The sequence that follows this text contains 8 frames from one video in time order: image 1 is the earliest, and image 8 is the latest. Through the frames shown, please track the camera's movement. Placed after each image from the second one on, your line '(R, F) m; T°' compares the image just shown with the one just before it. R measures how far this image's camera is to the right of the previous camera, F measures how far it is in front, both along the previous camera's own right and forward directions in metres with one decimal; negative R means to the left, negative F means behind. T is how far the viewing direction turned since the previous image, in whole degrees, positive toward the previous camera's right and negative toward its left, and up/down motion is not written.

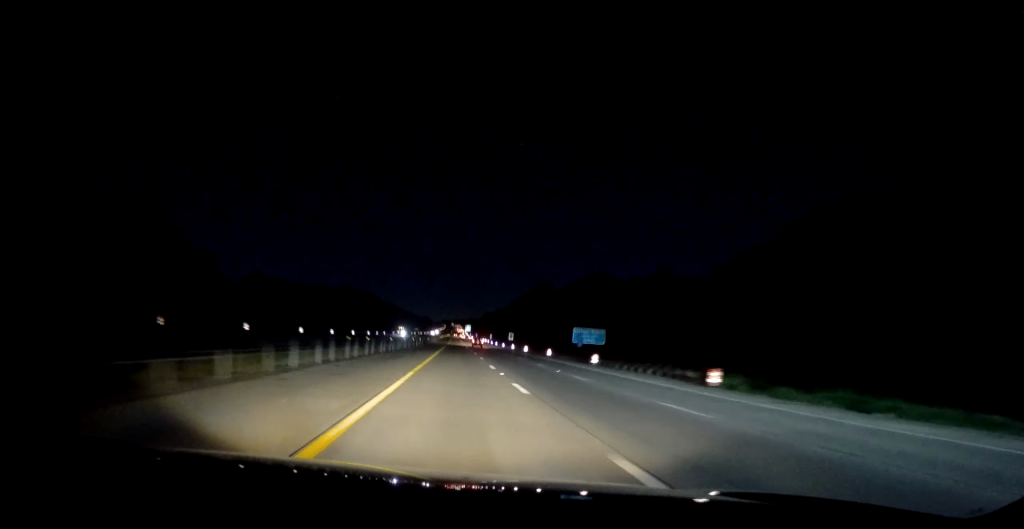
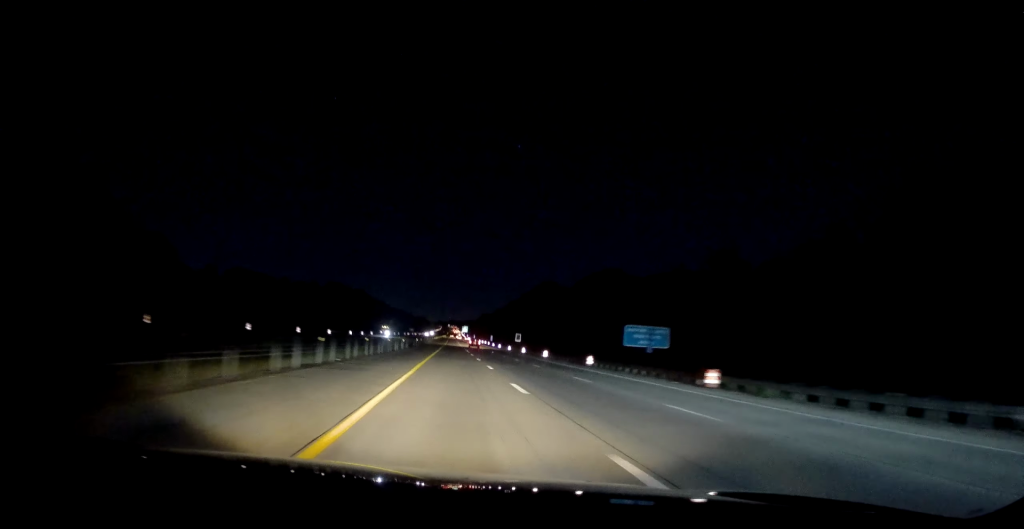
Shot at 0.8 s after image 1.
(+0.4, +25.8) m; +1°
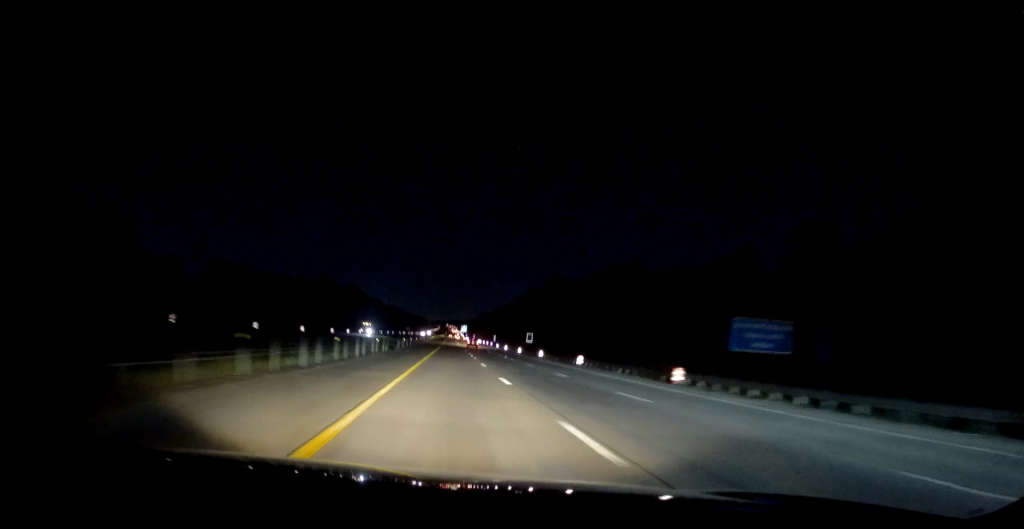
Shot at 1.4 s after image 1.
(+0.1, +21.3) m; 0°
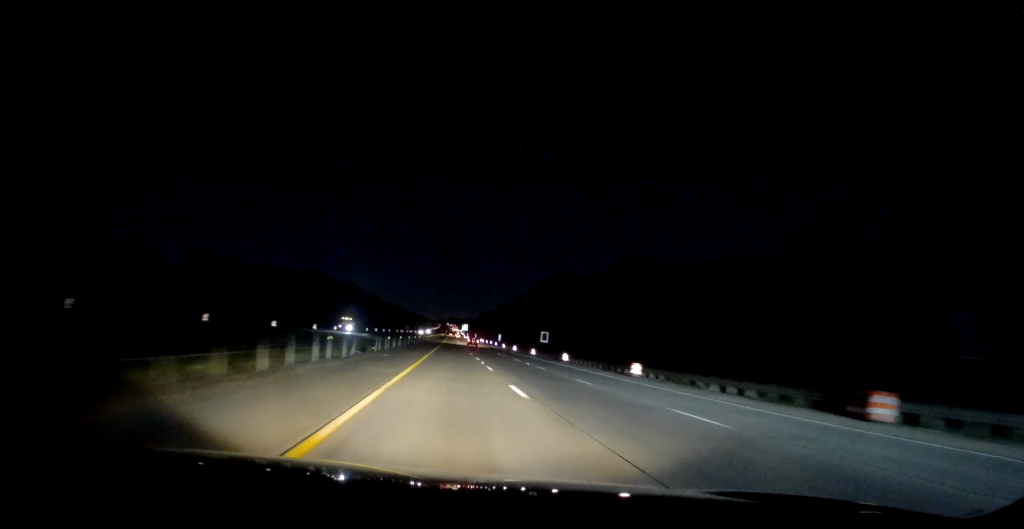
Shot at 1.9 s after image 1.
(+0.1, +16.8) m; 0°
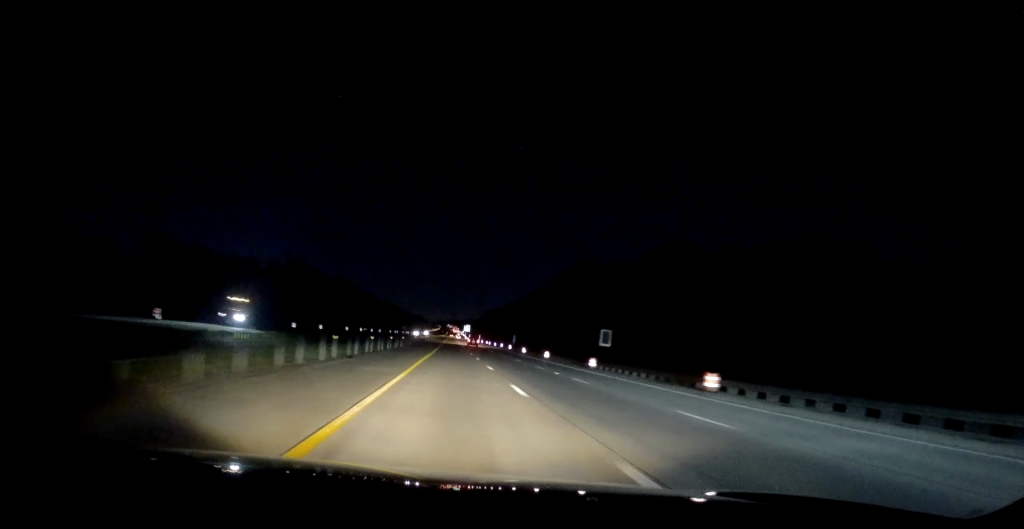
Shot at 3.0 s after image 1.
(-0.1, +36.0) m; 0°
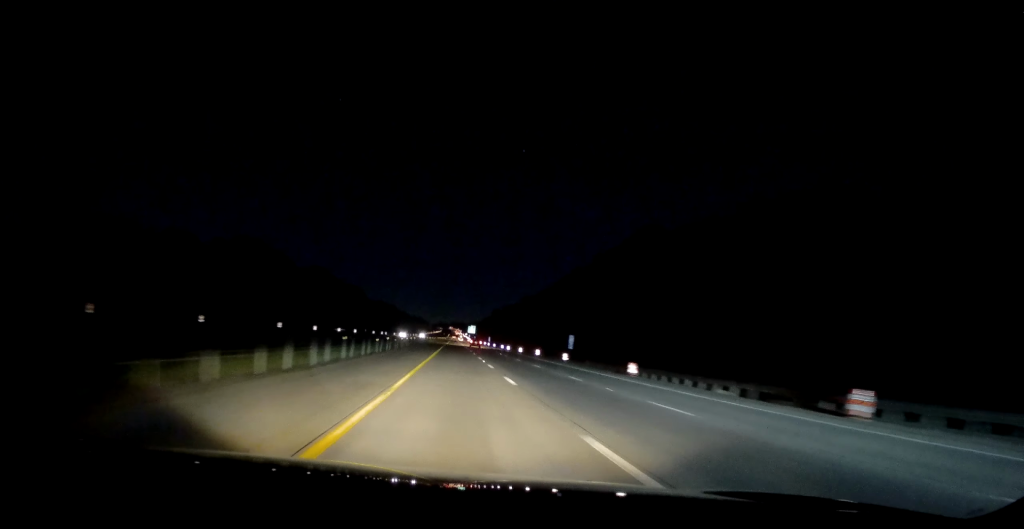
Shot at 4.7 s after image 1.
(-0.2, +59.0) m; -1°
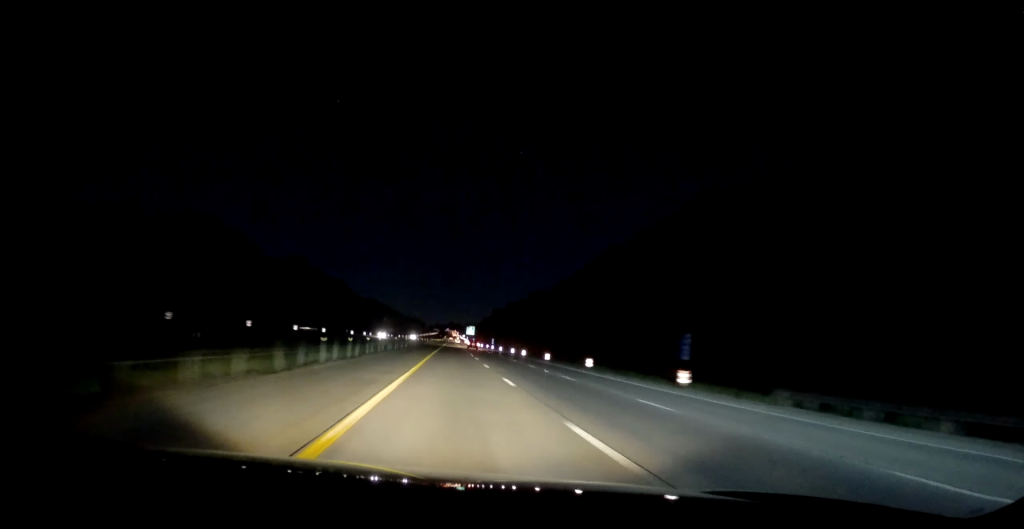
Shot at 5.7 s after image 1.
(-0.2, +35.6) m; 0°
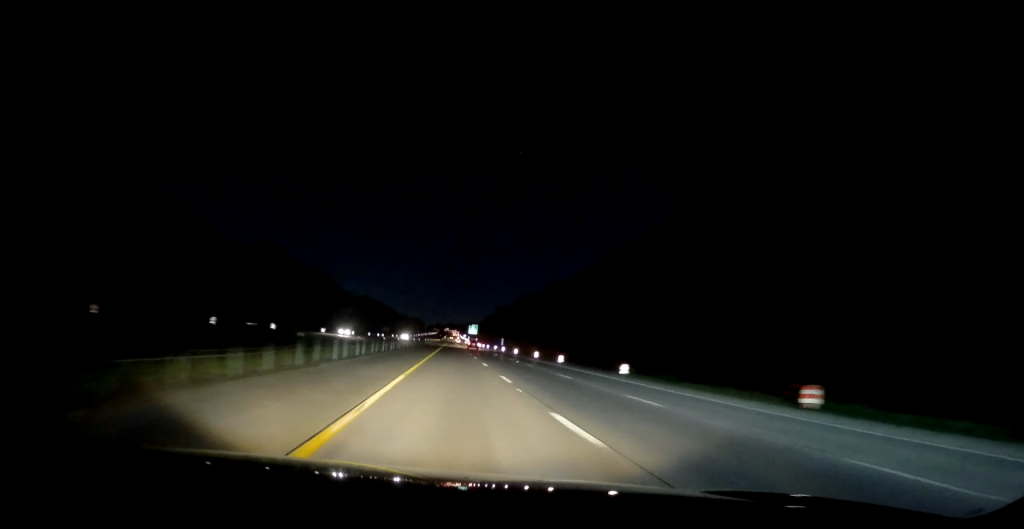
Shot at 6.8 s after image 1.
(+0.2, +35.5) m; 0°
